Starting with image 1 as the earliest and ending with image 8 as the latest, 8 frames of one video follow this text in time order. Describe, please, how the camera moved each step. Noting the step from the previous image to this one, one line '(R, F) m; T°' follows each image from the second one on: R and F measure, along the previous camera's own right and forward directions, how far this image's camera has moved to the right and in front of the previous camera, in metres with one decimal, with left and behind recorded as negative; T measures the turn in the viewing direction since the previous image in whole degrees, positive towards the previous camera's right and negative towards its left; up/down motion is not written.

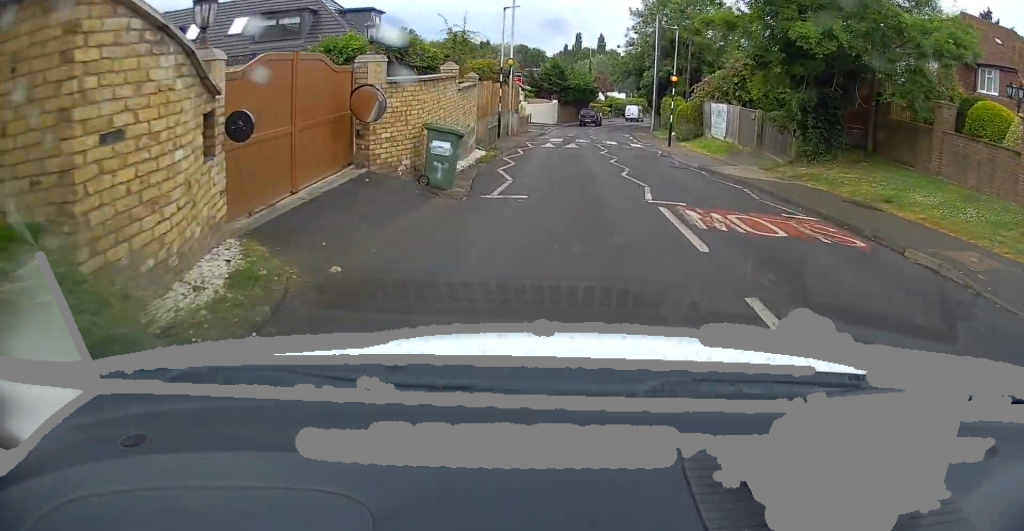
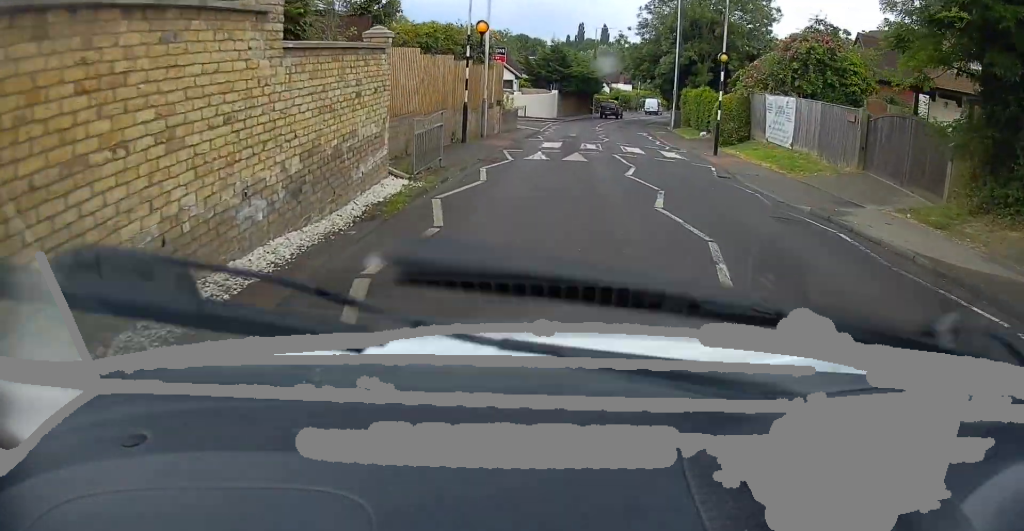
(+0.1, +10.0) m; +1°
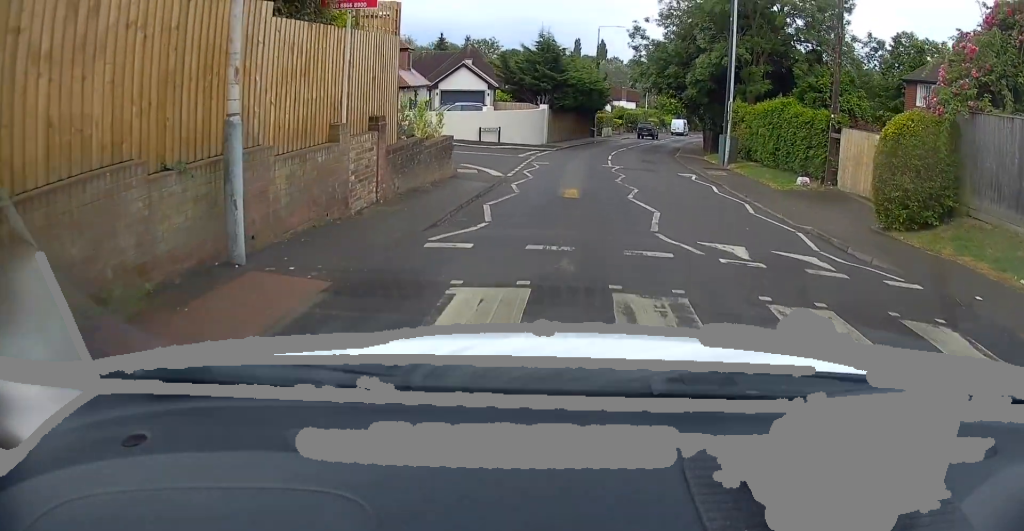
(0.0, +17.4) m; 0°
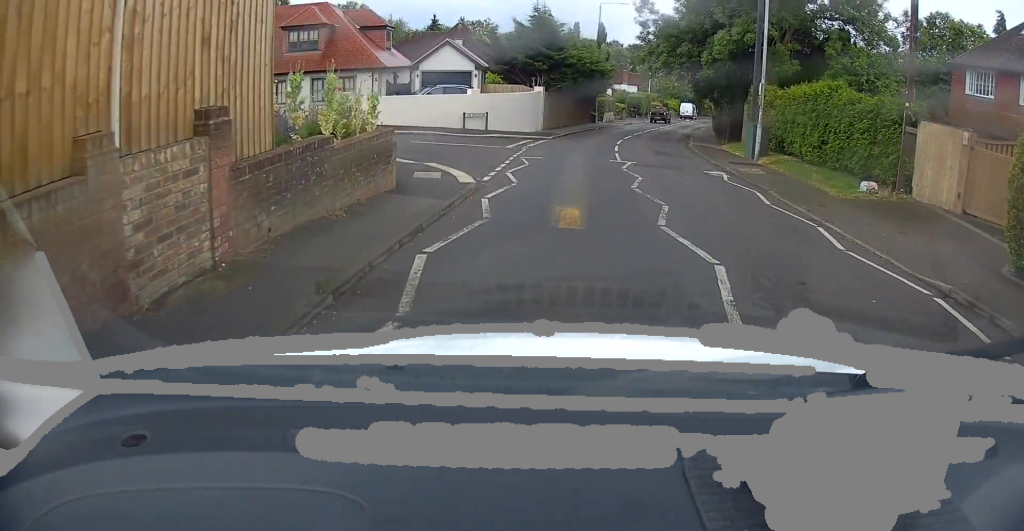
(+0.1, +4.9) m; 0°
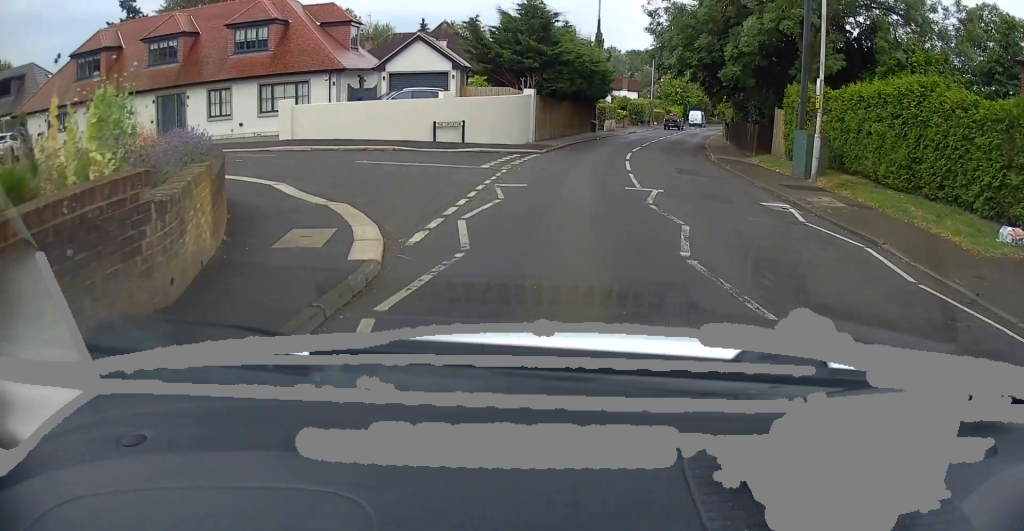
(-0.1, +5.6) m; -1°
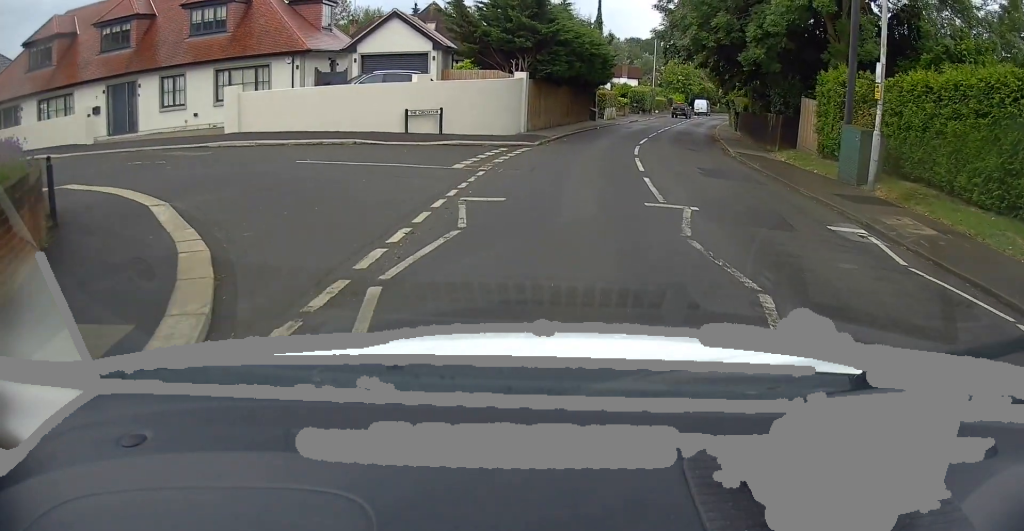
(0.0, +3.6) m; +1°
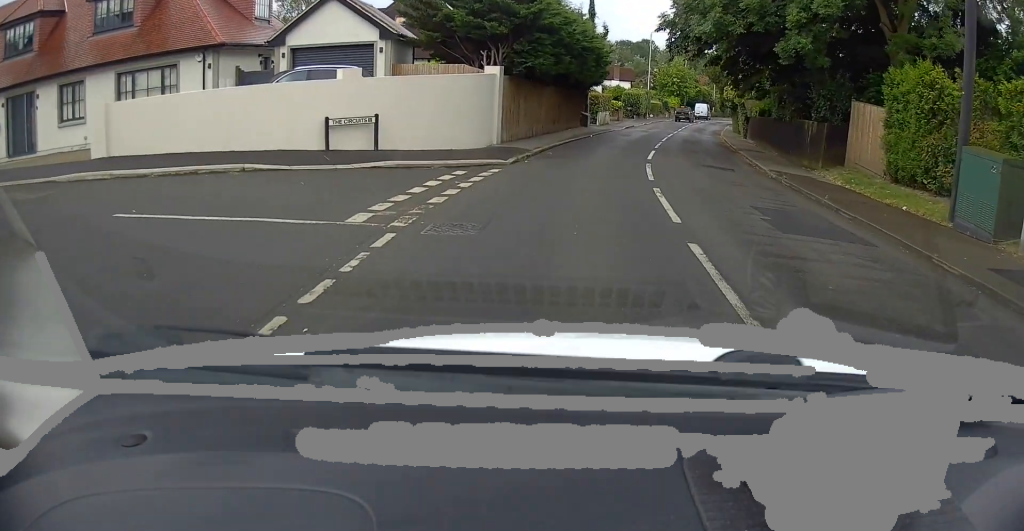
(0.0, +5.6) m; +2°
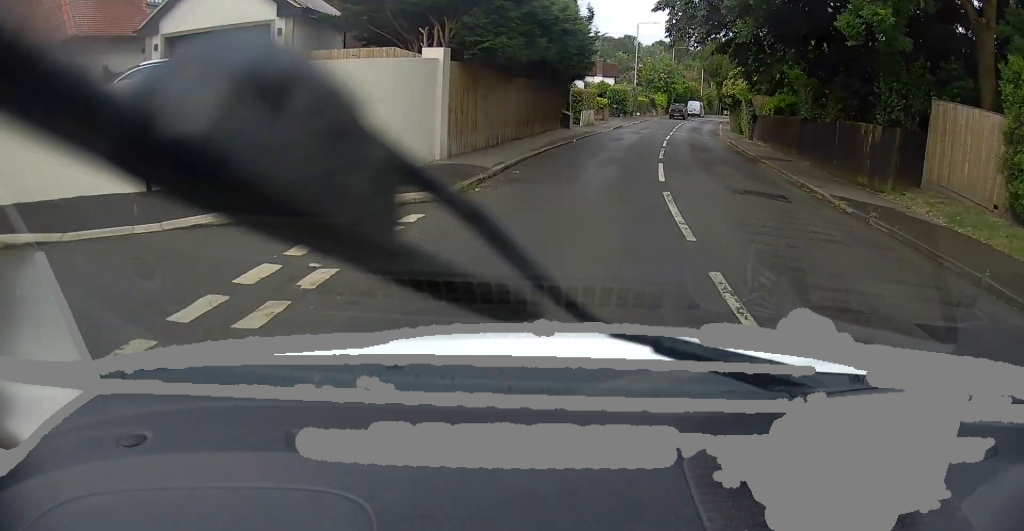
(+0.1, +5.9) m; +2°
